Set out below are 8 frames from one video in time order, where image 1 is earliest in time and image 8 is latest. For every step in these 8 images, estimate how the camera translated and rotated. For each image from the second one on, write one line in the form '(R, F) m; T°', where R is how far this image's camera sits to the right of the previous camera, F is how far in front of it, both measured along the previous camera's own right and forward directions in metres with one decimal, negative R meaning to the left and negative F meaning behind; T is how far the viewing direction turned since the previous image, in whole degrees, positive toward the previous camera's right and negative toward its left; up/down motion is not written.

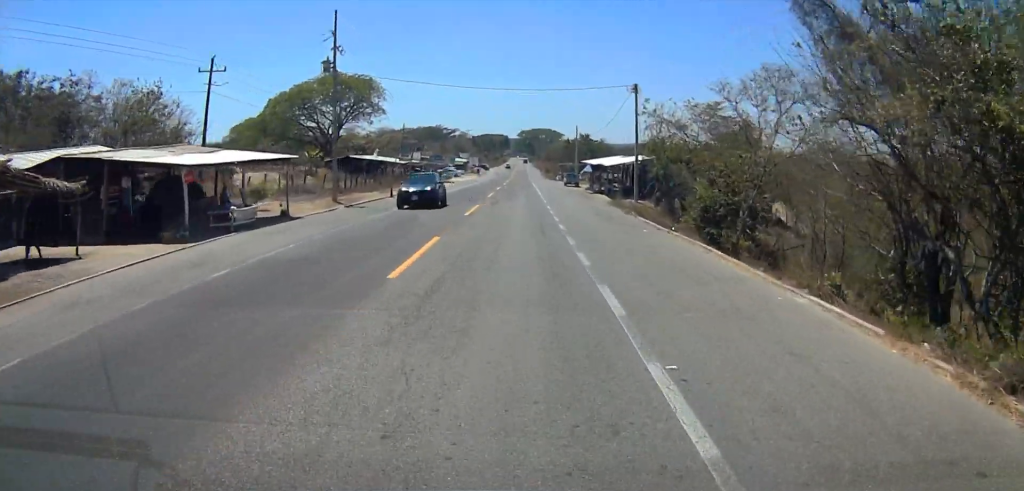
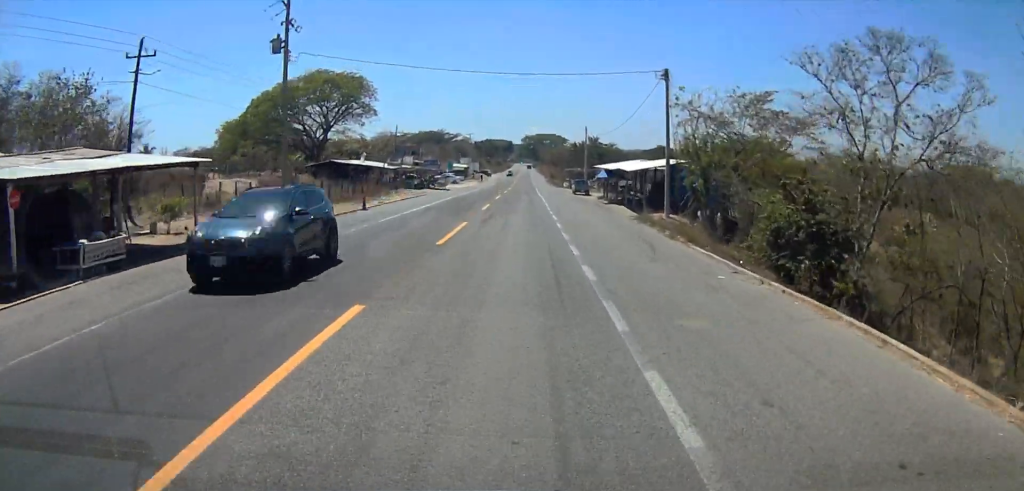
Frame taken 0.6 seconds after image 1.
(+0.2, +7.4) m; +1°
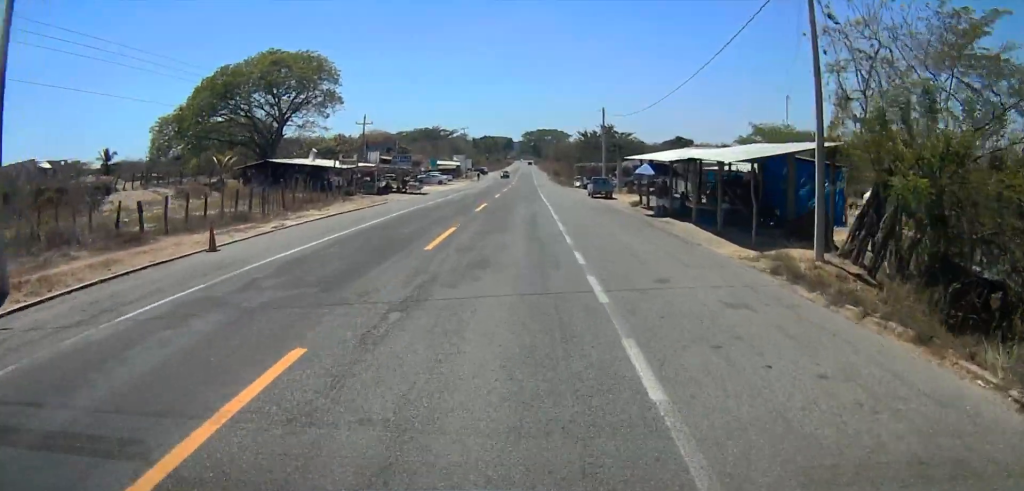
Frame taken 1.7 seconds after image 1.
(0.0, +11.9) m; -2°
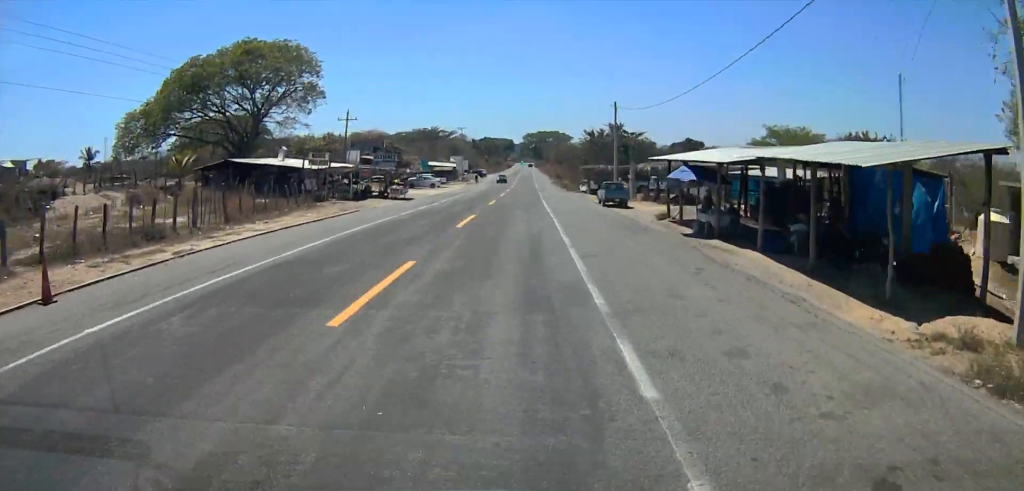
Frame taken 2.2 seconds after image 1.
(-0.2, +4.7) m; -1°
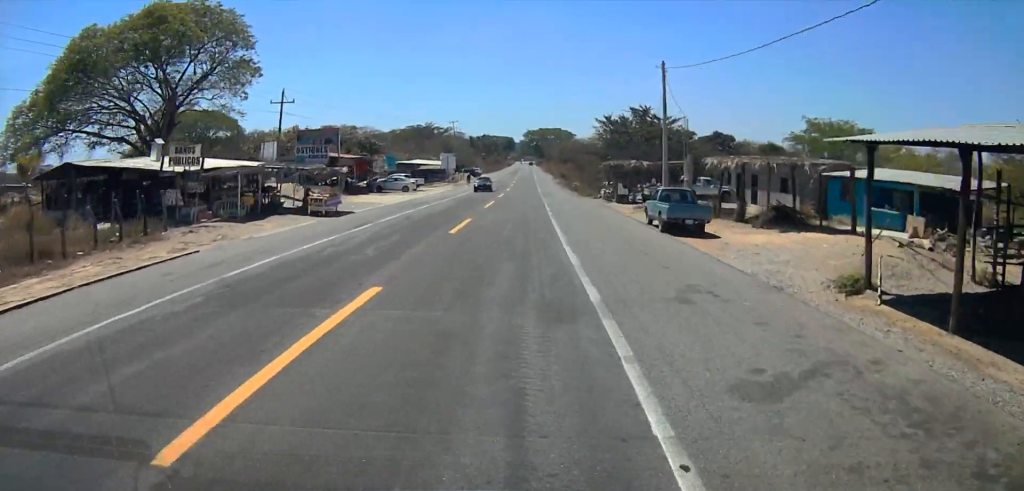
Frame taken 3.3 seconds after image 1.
(-0.4, +13.3) m; -2°
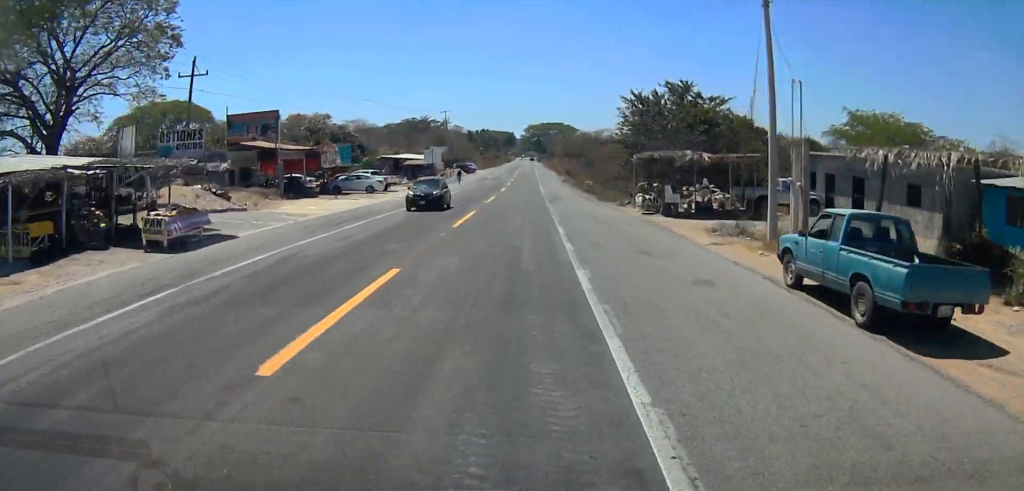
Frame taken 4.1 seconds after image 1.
(-0.1, +12.9) m; 0°
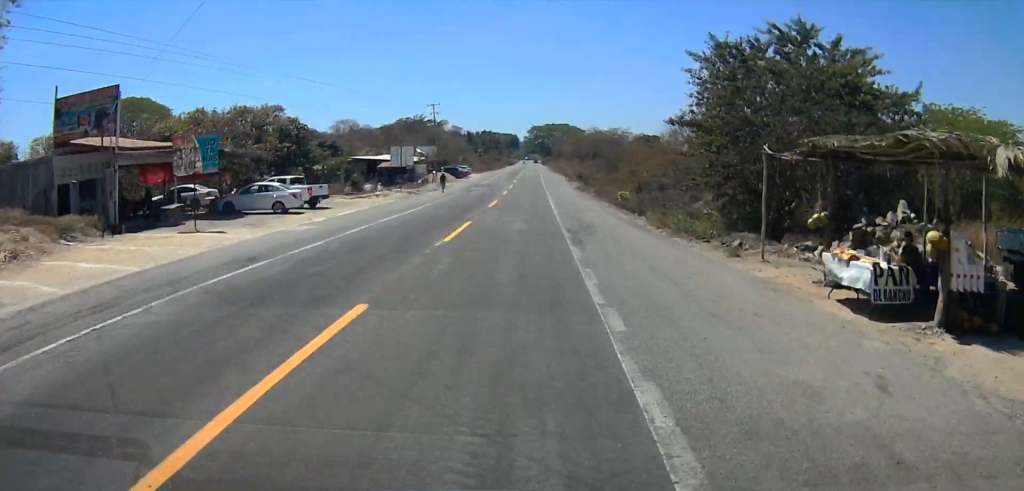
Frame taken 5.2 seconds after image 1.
(0.0, +22.3) m; 0°
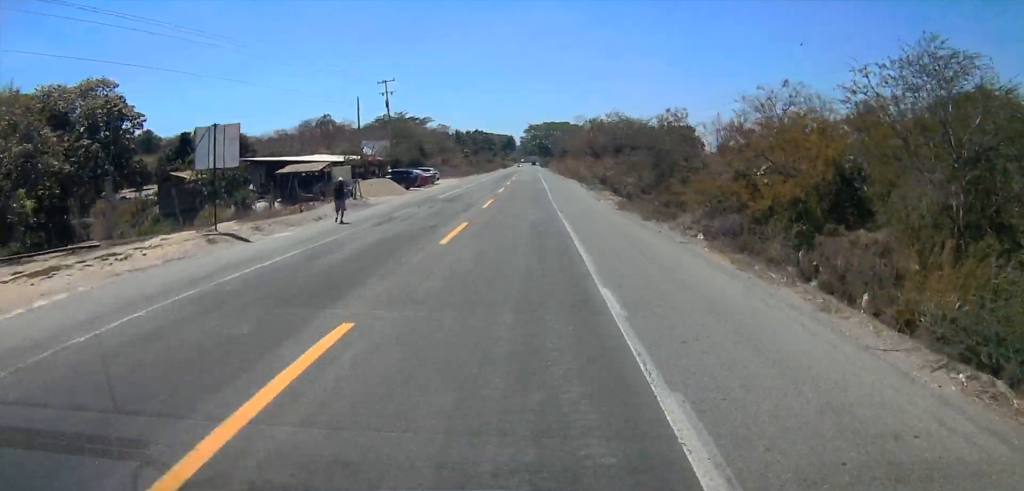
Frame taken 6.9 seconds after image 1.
(0.0, +37.7) m; 0°
